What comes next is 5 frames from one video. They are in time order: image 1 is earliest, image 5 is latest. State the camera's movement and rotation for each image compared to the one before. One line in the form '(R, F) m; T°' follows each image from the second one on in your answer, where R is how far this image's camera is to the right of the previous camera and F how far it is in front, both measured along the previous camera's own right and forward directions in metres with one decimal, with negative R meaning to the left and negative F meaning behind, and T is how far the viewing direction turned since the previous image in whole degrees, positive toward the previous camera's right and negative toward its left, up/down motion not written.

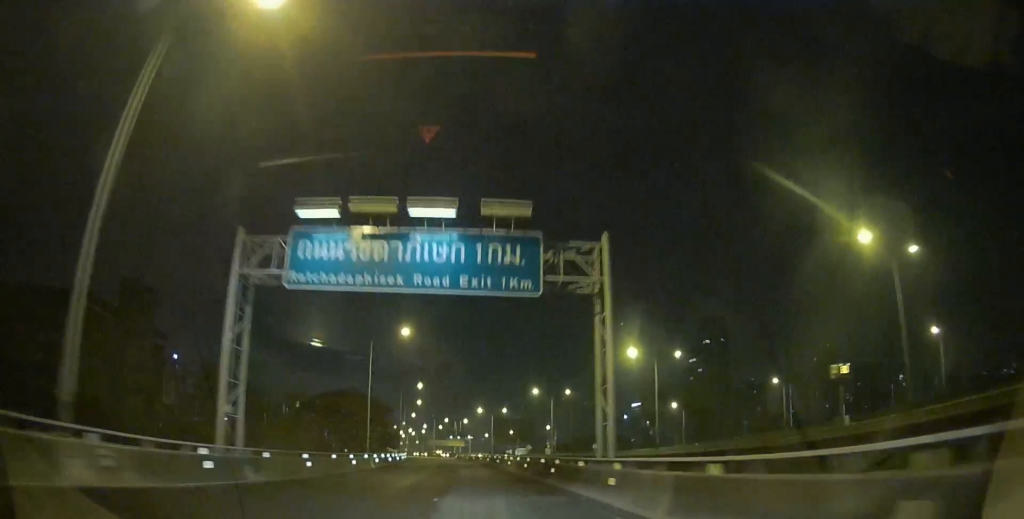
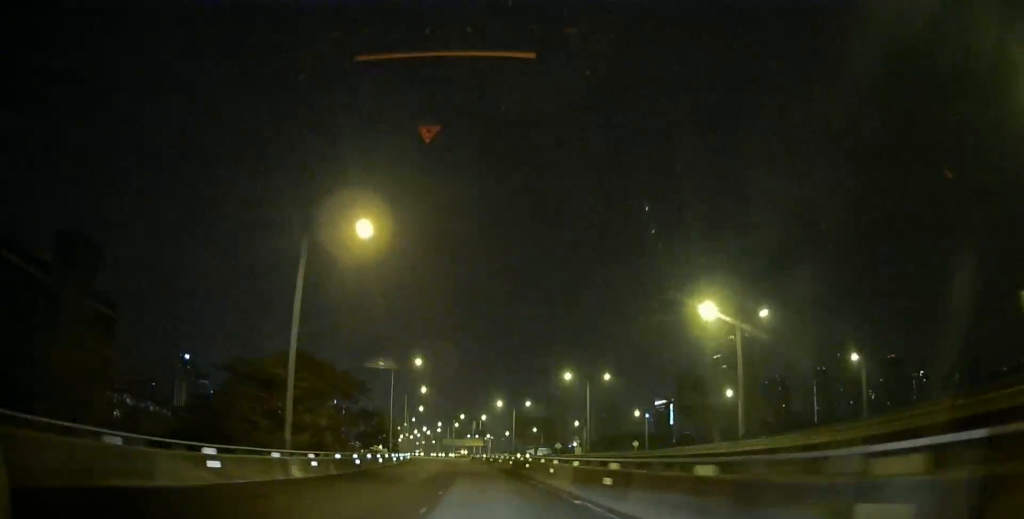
(-0.5, +20.5) m; -2°
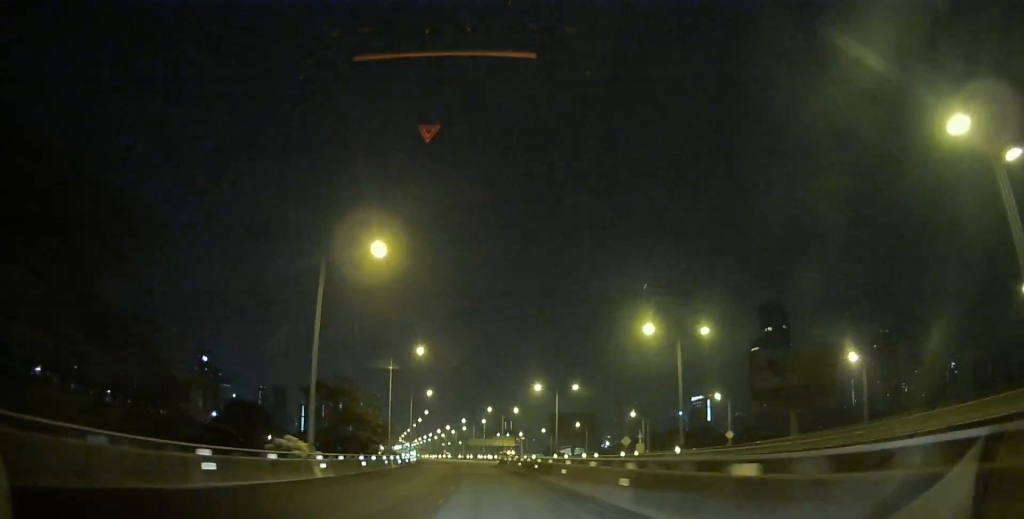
(-0.7, +31.0) m; -3°
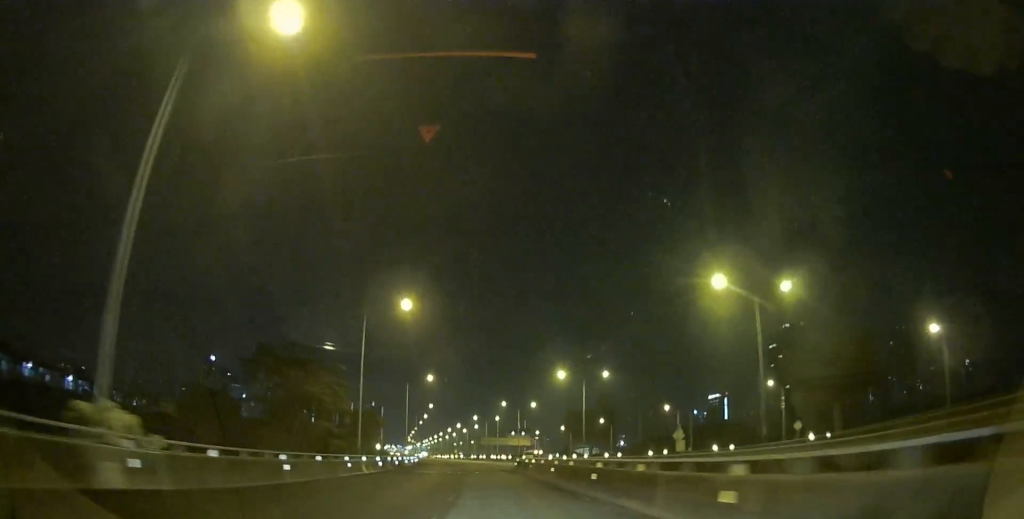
(-0.2, +13.8) m; -1°
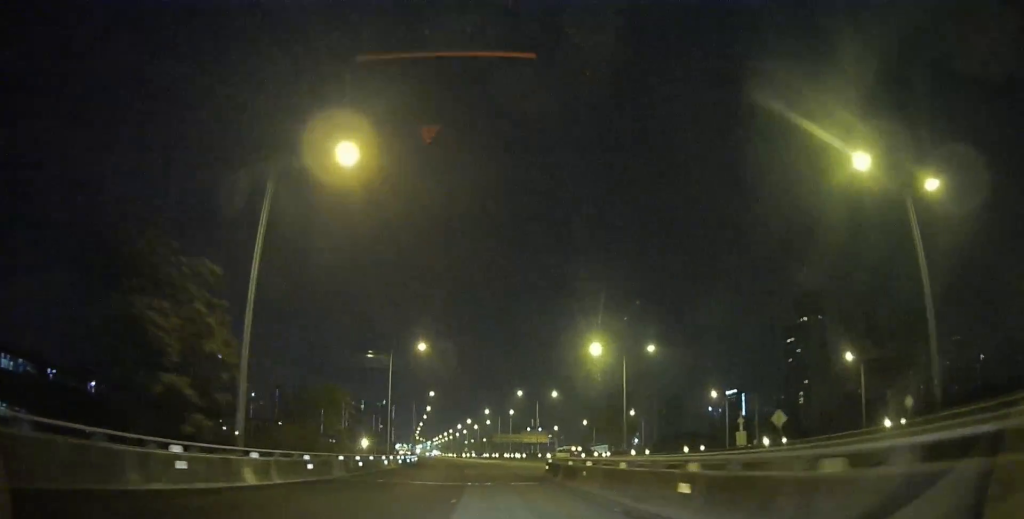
(-0.2, +17.6) m; -1°
